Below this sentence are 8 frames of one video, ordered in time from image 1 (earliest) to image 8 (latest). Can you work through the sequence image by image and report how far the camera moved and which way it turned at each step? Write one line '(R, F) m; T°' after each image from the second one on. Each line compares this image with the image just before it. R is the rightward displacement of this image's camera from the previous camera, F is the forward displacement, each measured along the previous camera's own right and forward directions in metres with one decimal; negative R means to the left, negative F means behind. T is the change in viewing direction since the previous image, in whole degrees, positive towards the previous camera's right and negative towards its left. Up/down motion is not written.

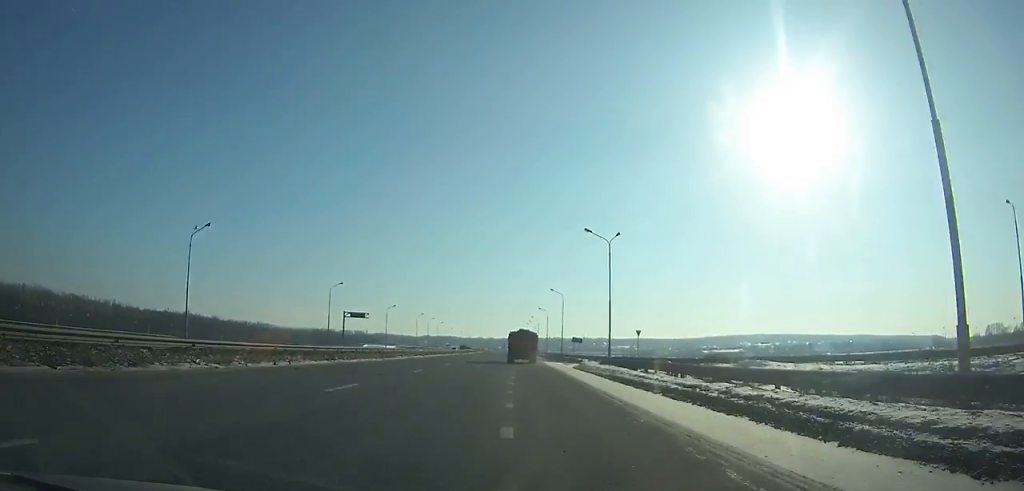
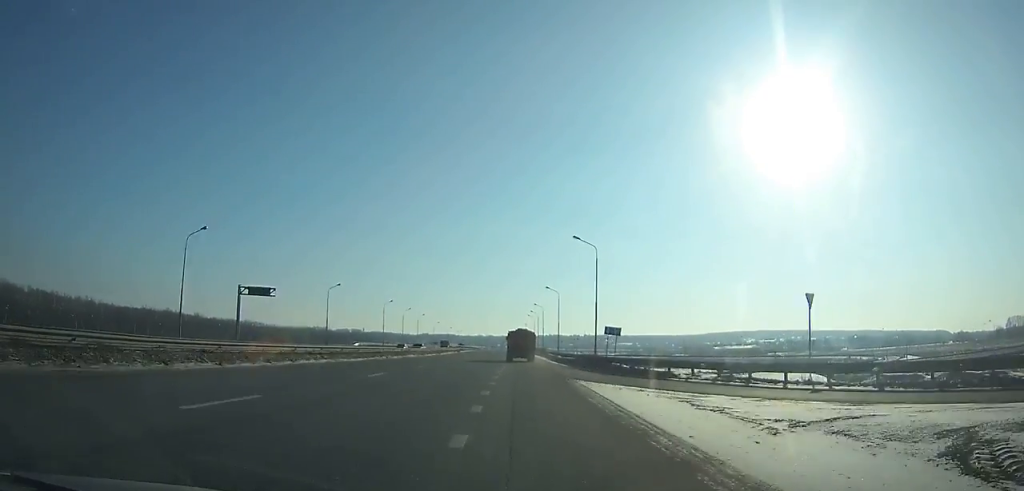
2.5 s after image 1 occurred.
(+0.1, +41.0) m; 0°
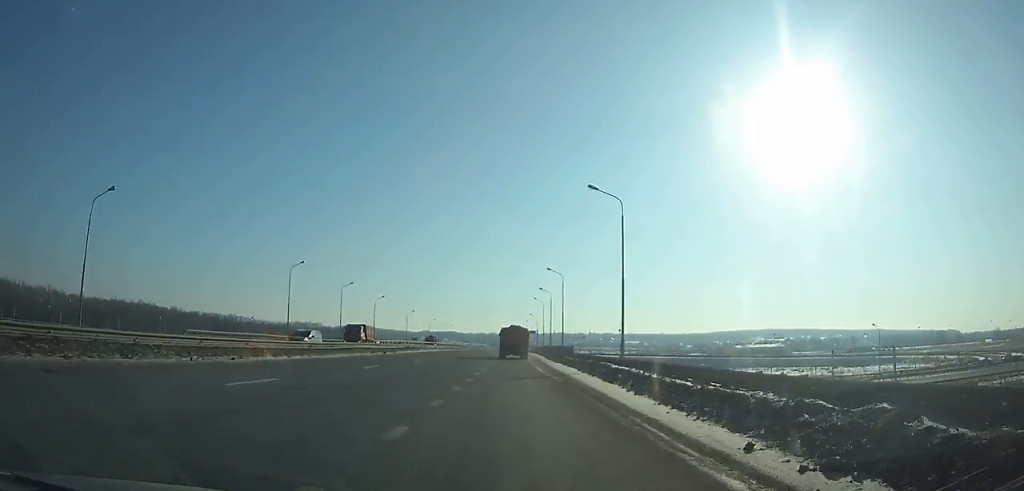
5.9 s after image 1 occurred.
(0.0, +55.6) m; 0°
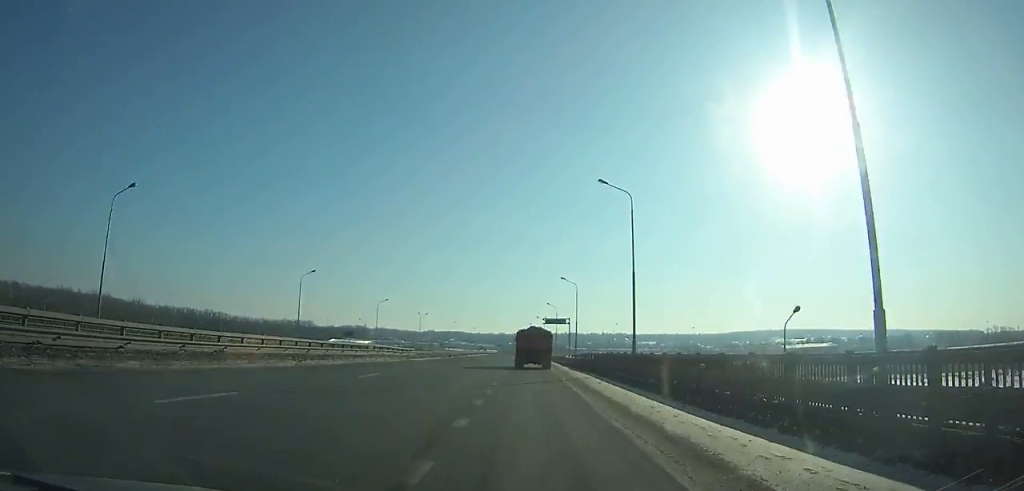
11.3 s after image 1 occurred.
(-0.3, +84.2) m; 0°
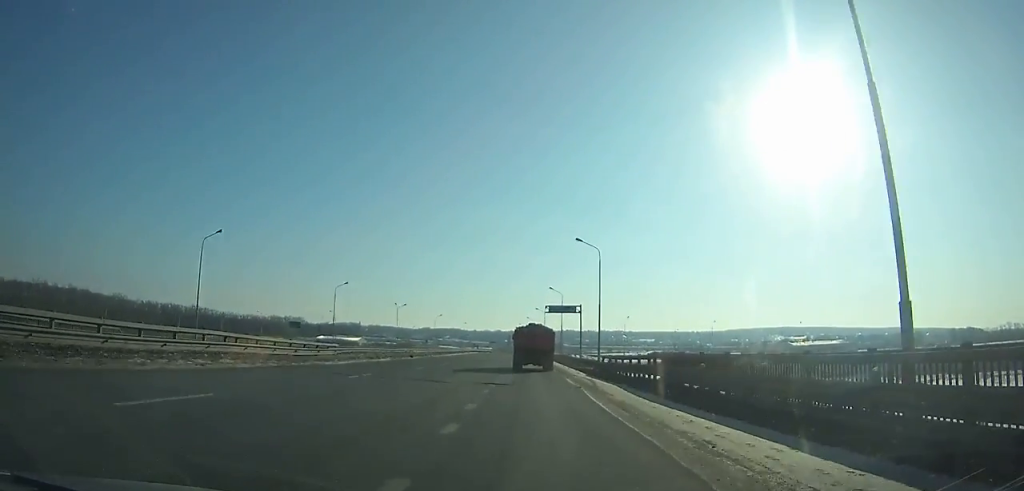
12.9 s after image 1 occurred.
(0.0, +23.1) m; 0°
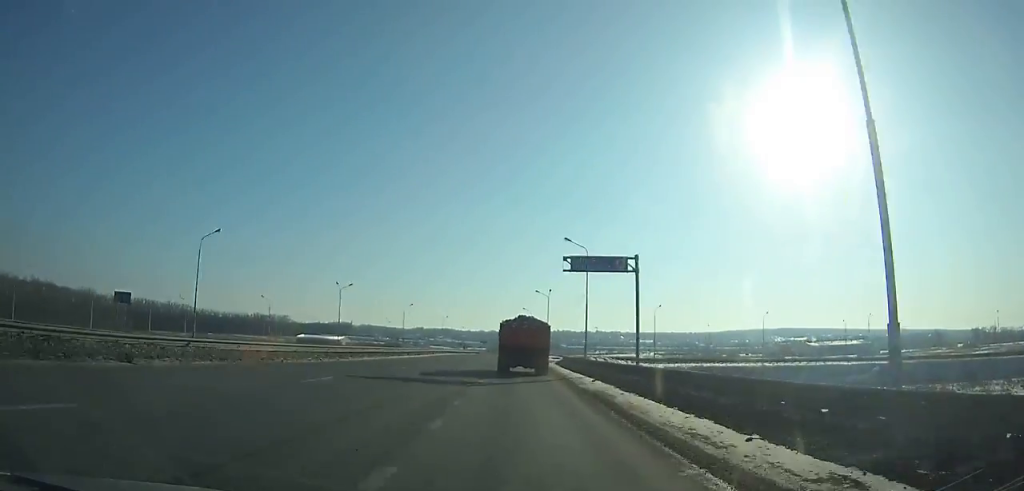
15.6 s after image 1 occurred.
(0.0, +35.9) m; 0°
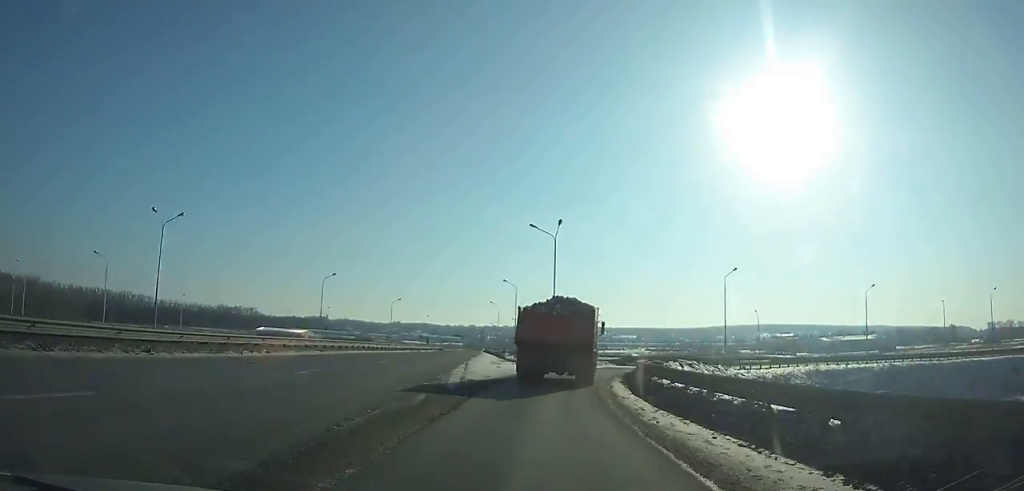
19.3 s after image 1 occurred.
(+1.2, +40.7) m; +8°
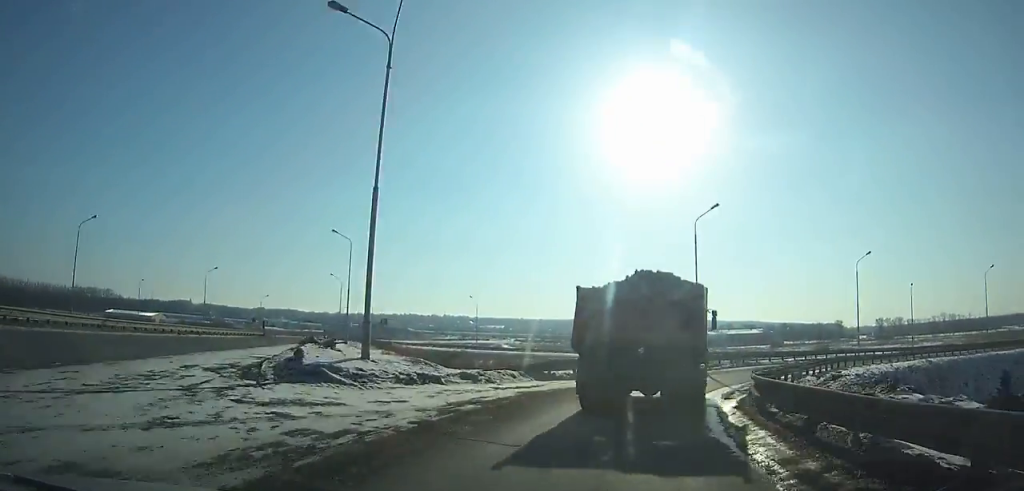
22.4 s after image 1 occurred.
(+3.0, +27.6) m; +19°
